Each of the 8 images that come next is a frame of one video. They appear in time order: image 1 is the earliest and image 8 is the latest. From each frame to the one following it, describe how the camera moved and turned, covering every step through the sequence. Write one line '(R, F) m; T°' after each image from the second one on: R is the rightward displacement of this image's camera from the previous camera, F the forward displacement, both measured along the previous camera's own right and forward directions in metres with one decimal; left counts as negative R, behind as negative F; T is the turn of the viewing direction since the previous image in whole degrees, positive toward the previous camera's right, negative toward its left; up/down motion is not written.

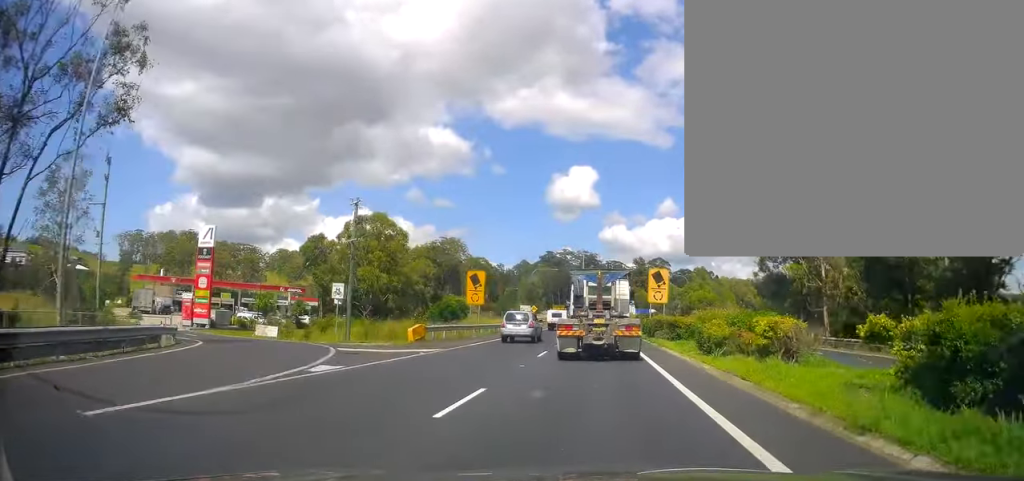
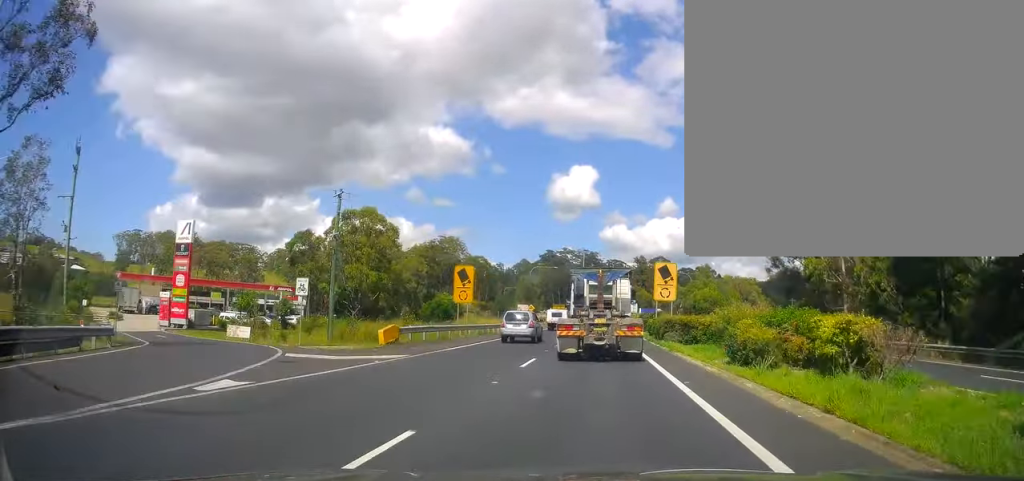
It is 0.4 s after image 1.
(+0.1, +4.2) m; +1°
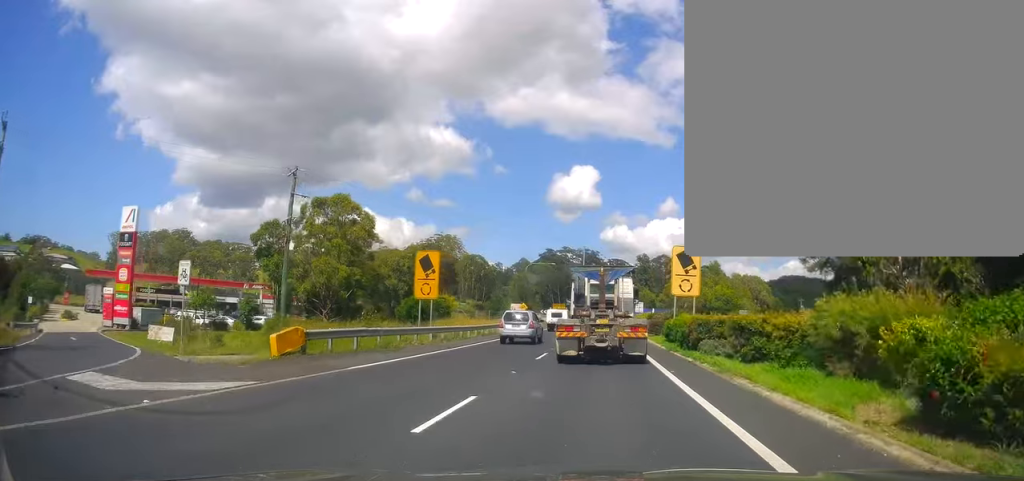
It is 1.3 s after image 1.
(+0.3, +9.3) m; +1°
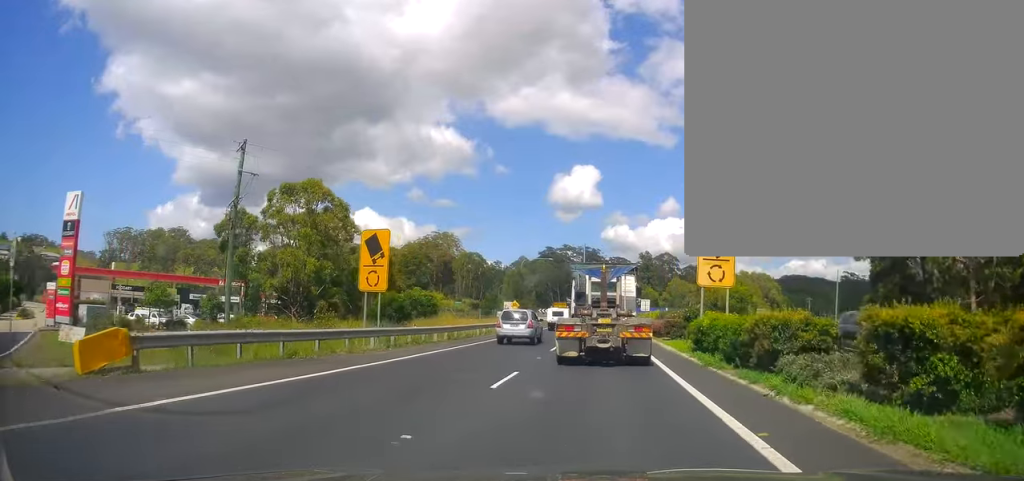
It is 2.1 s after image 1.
(+0.1, +8.0) m; -2°
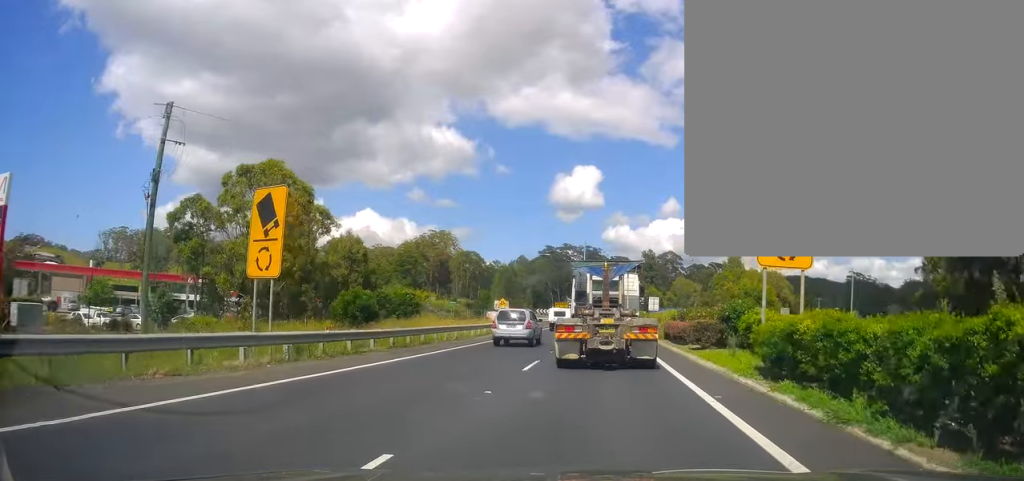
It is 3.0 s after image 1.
(-0.4, +8.5) m; -2°
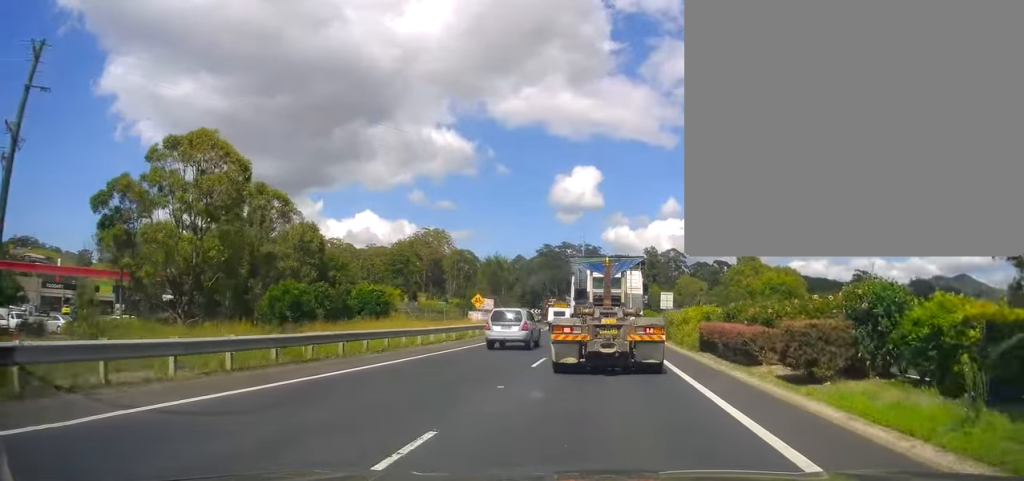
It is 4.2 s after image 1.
(0.0, +10.9) m; +2°
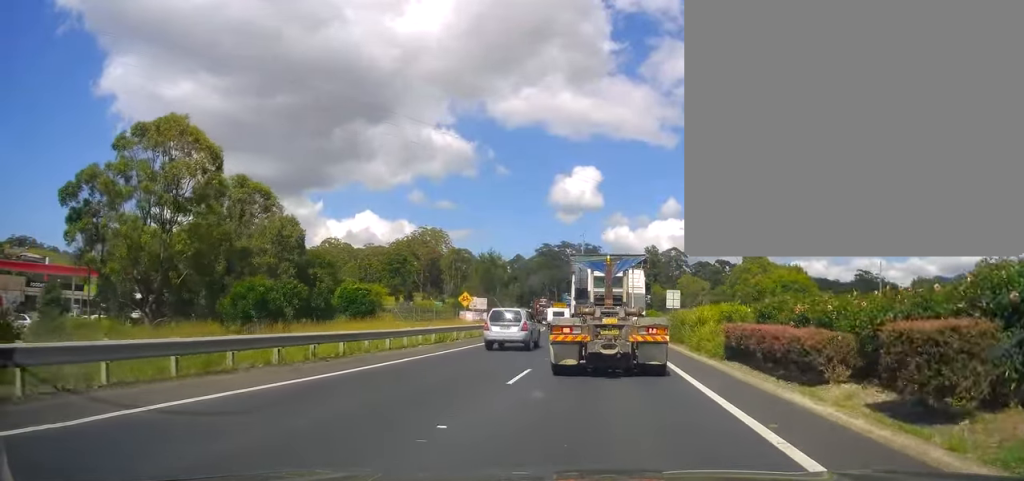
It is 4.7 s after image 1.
(+0.2, +4.1) m; 0°
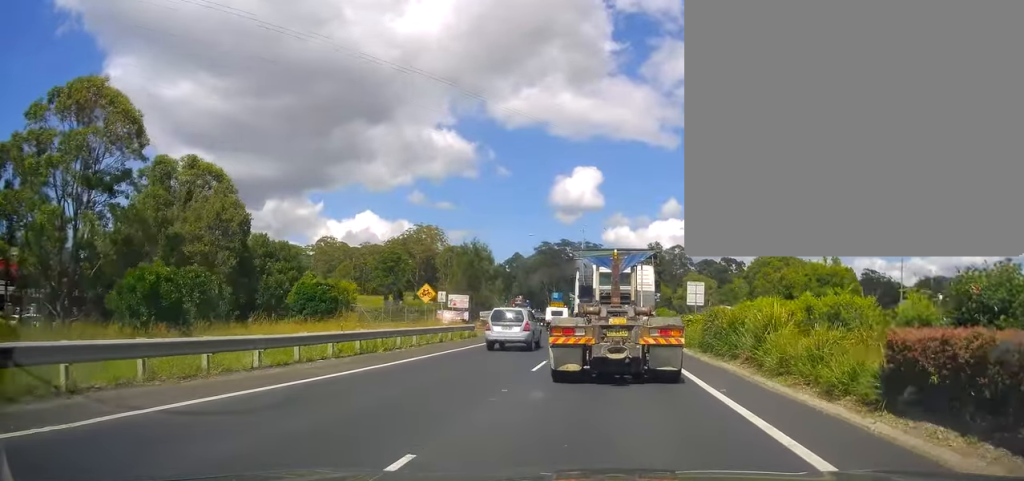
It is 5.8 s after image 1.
(-0.1, +9.5) m; +1°
